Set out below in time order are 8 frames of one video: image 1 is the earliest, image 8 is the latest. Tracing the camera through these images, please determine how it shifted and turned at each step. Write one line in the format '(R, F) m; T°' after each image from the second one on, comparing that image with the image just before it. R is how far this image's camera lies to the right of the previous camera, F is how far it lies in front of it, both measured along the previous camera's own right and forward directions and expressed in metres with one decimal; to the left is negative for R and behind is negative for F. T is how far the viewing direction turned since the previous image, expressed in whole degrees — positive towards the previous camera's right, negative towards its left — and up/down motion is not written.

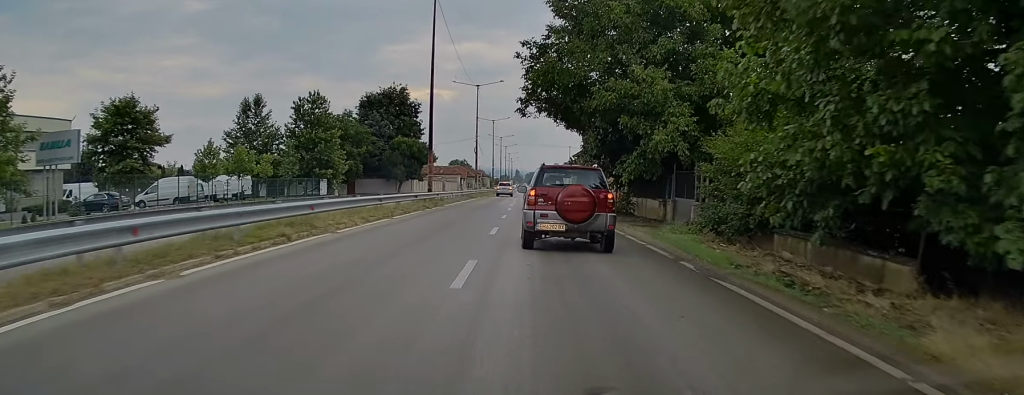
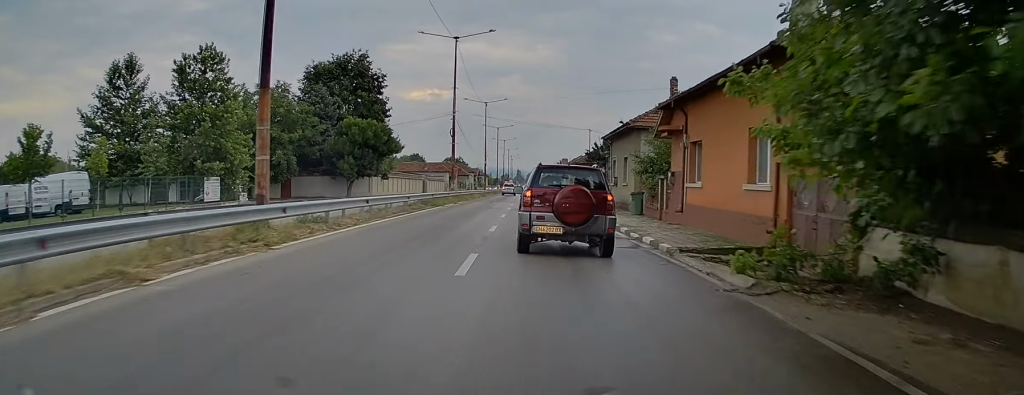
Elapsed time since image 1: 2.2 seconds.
(0.0, +26.0) m; 0°
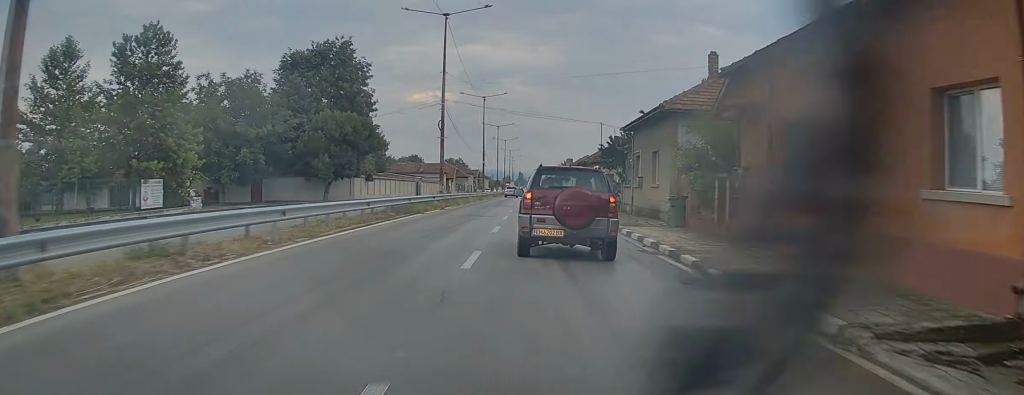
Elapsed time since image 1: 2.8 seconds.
(0.0, +8.1) m; 0°
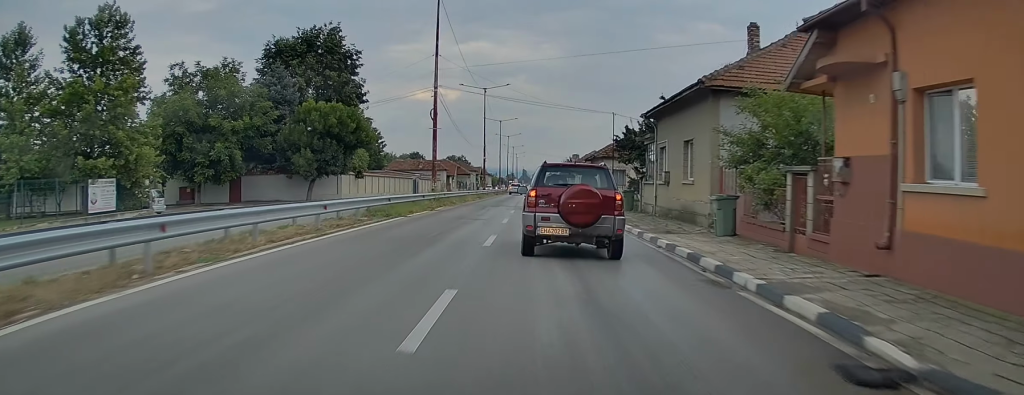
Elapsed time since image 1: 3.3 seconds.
(0.0, +5.3) m; 0°
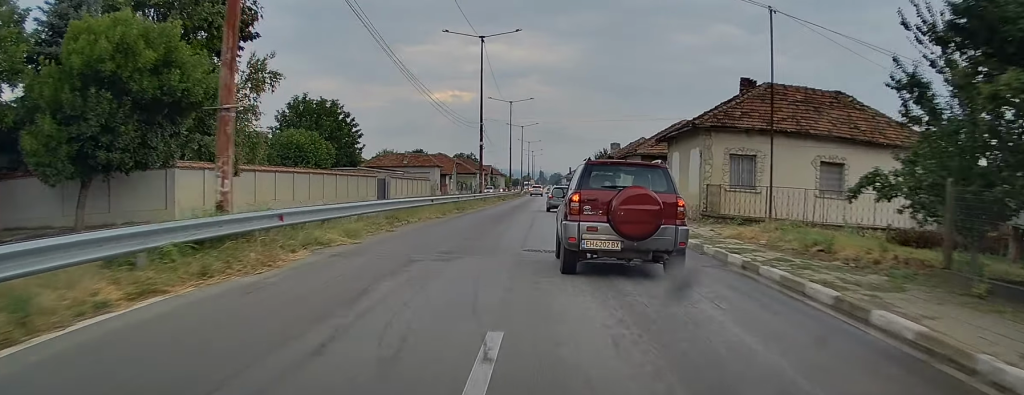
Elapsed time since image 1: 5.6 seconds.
(-1.1, +29.0) m; -2°
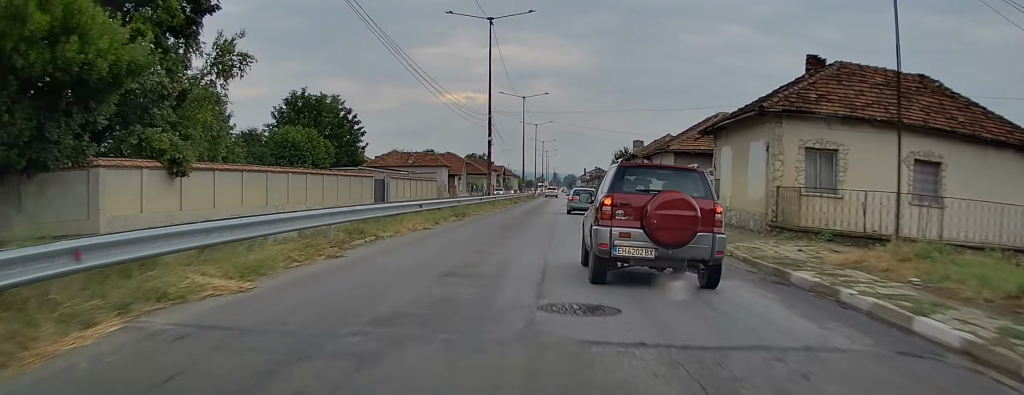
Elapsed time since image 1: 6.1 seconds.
(0.0, +6.2) m; +1°
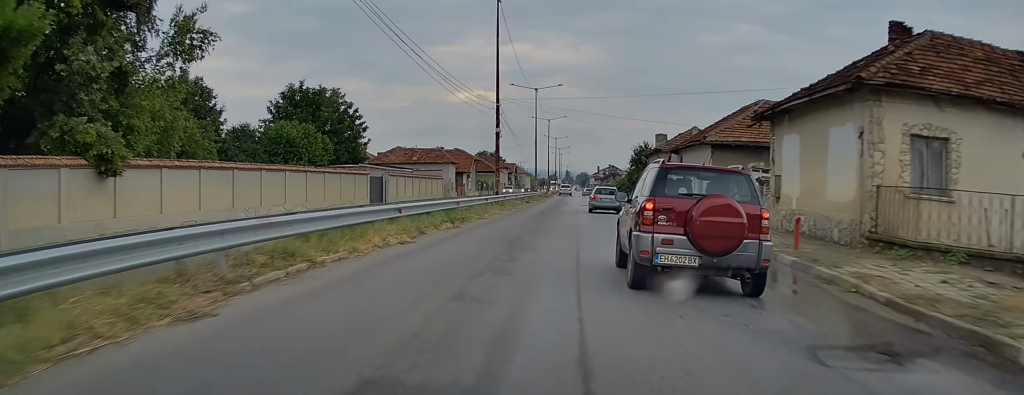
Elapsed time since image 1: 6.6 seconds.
(+0.2, +5.4) m; -1°
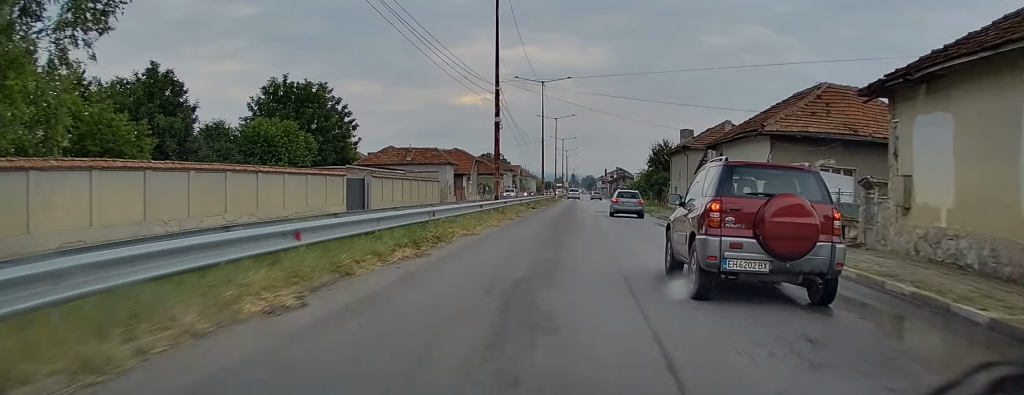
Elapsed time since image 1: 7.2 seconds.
(+0.2, +7.5) m; -1°
